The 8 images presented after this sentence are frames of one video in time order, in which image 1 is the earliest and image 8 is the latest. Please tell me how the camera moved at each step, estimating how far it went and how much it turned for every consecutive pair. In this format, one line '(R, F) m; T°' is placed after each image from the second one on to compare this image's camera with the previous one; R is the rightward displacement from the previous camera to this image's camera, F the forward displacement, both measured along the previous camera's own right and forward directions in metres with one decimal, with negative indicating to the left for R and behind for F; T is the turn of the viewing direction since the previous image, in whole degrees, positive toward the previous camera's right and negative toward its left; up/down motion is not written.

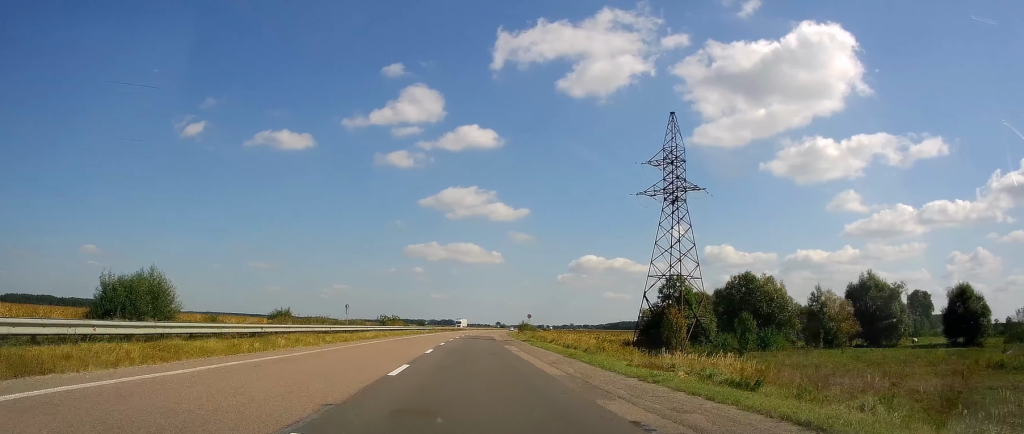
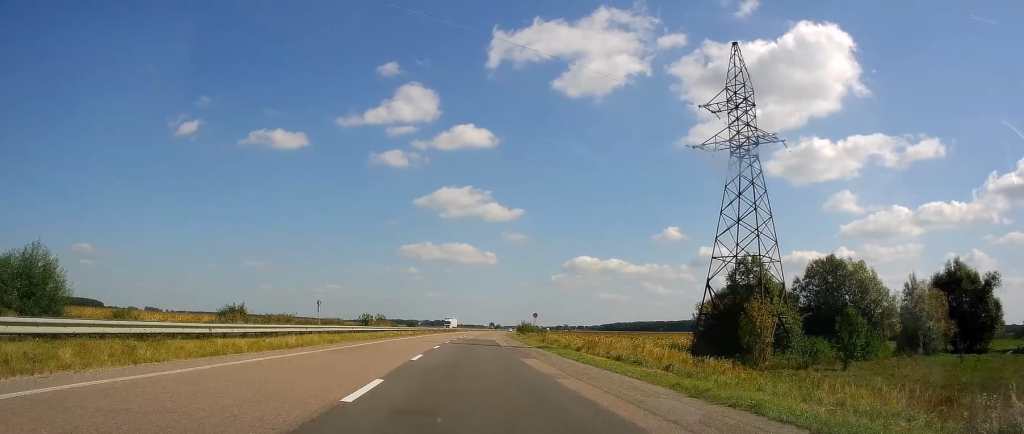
(+0.2, +17.1) m; +1°
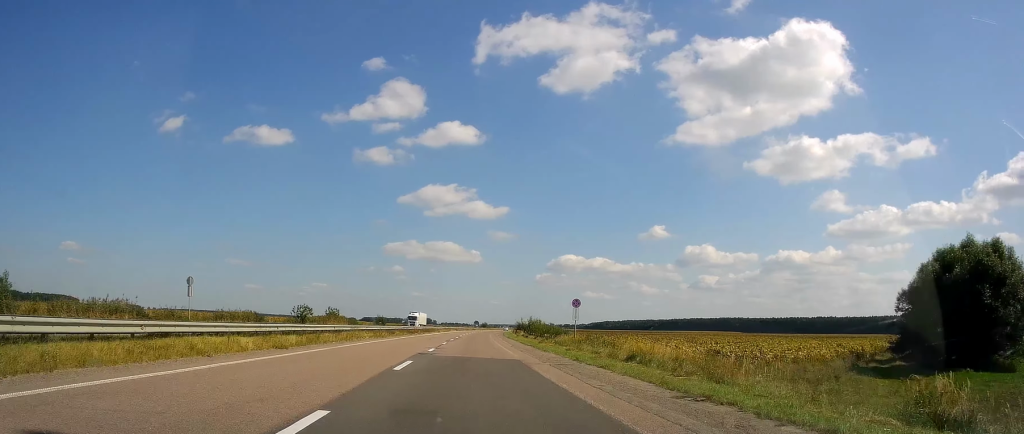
(+0.4, +41.4) m; +1°
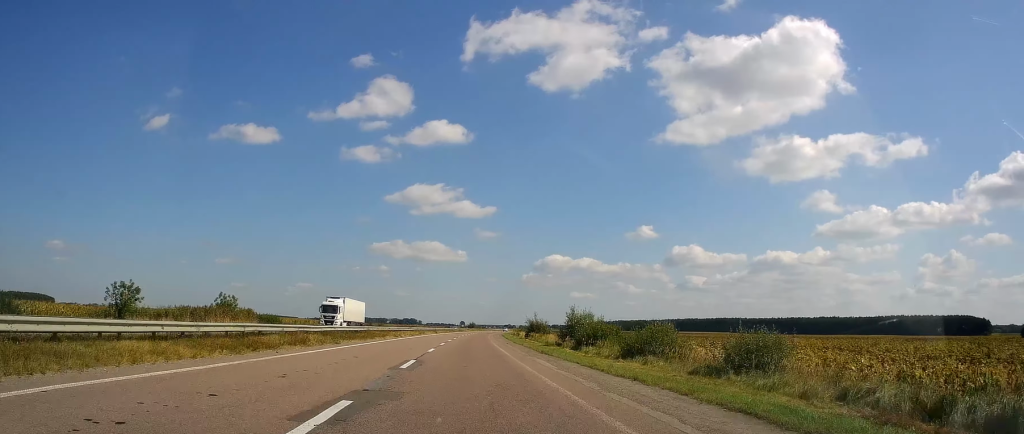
(0.0, +47.3) m; +2°
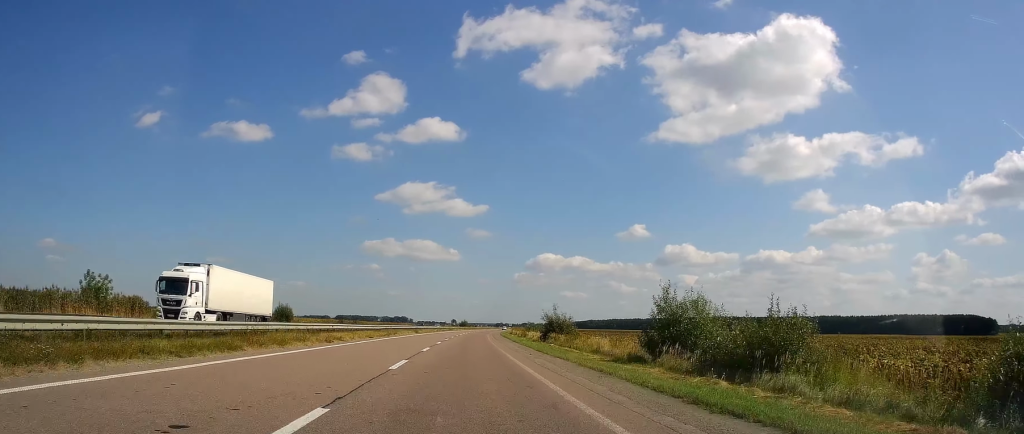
(+0.8, +24.4) m; +1°
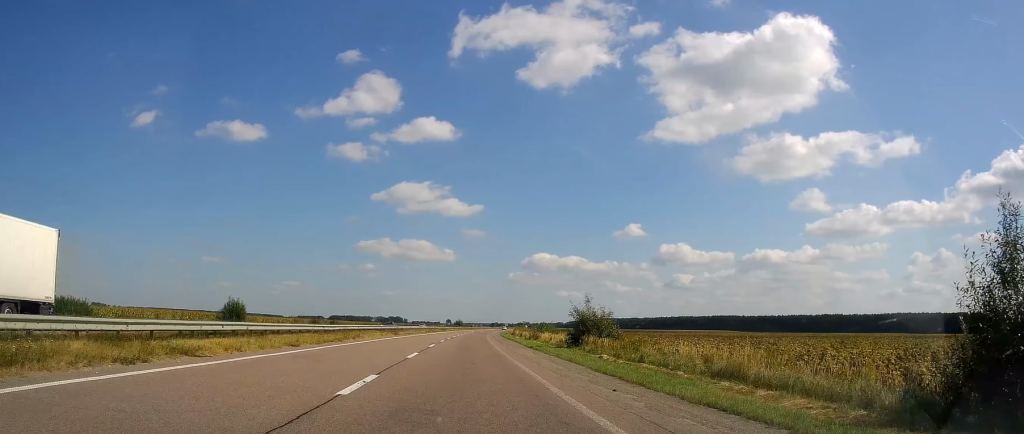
(+0.2, +18.6) m; +1°
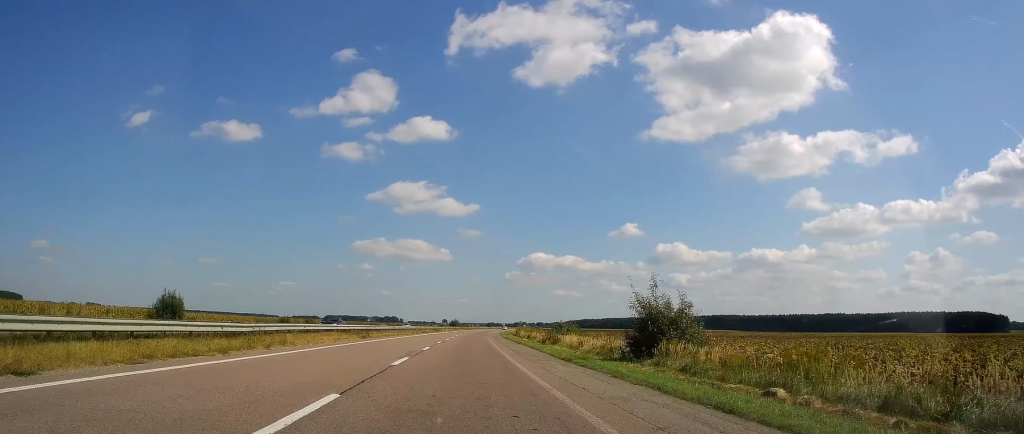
(0.0, +15.7) m; 0°
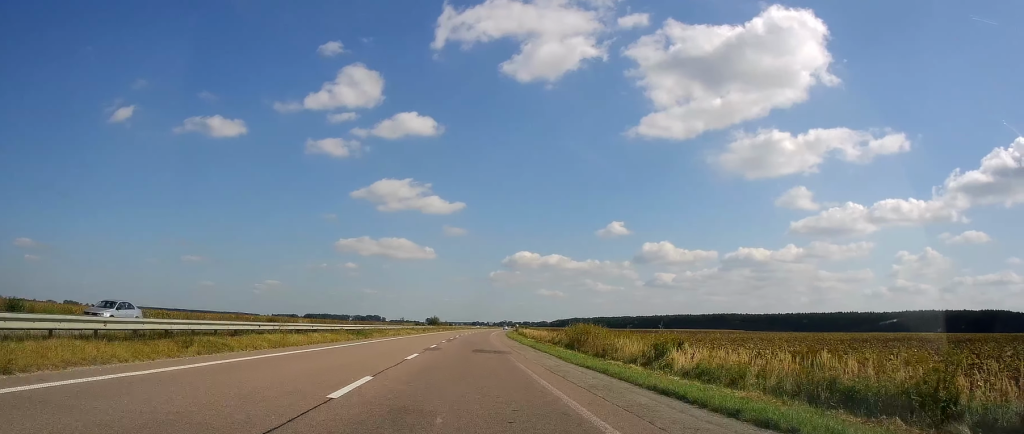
(+1.2, +68.7) m; +1°
